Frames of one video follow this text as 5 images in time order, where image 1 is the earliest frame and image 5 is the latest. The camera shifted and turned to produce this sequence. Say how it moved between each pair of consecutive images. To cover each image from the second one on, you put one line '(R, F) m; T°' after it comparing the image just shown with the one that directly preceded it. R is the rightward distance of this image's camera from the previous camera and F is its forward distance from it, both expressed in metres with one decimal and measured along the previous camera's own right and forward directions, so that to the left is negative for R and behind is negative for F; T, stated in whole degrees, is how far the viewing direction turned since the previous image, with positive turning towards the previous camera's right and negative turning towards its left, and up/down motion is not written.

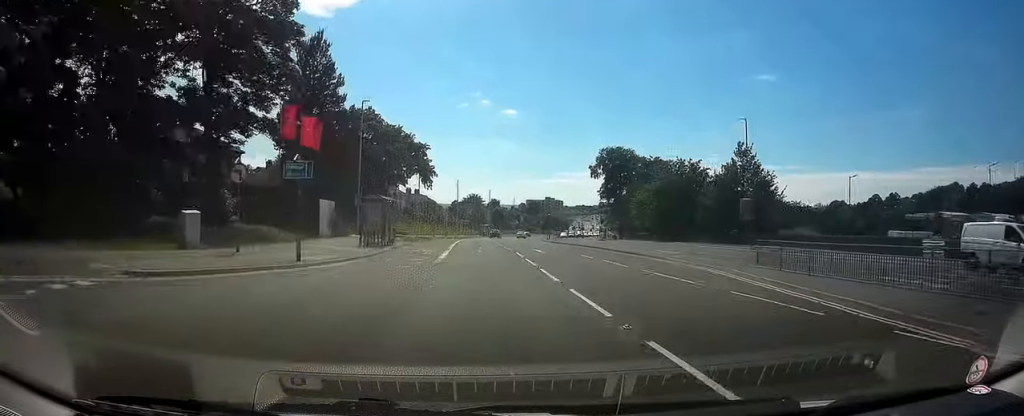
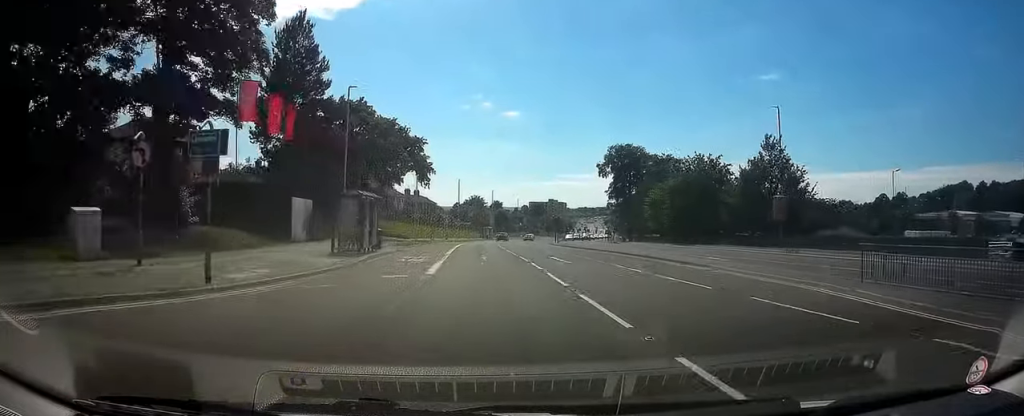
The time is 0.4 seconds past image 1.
(+0.1, +6.5) m; -1°
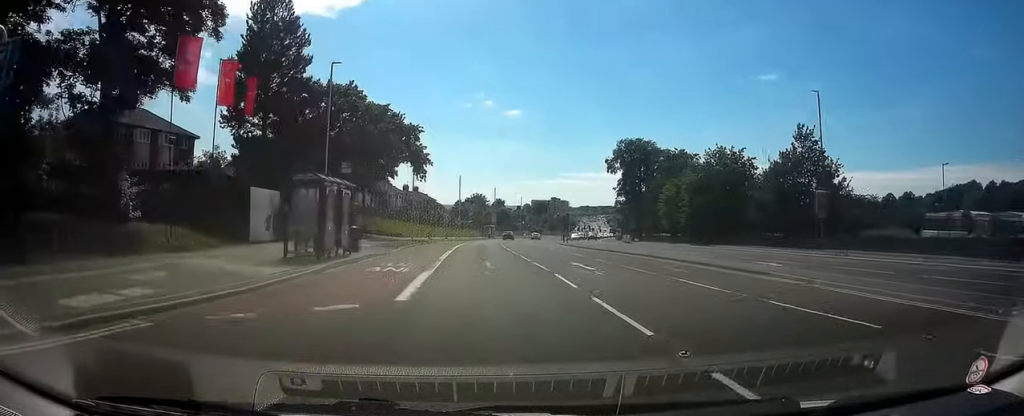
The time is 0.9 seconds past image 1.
(0.0, +6.5) m; -1°
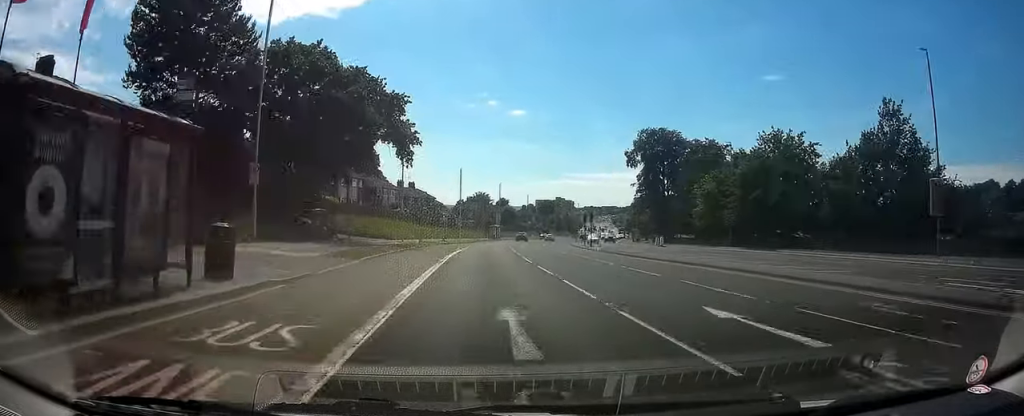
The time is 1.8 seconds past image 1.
(-0.4, +13.5) m; 0°
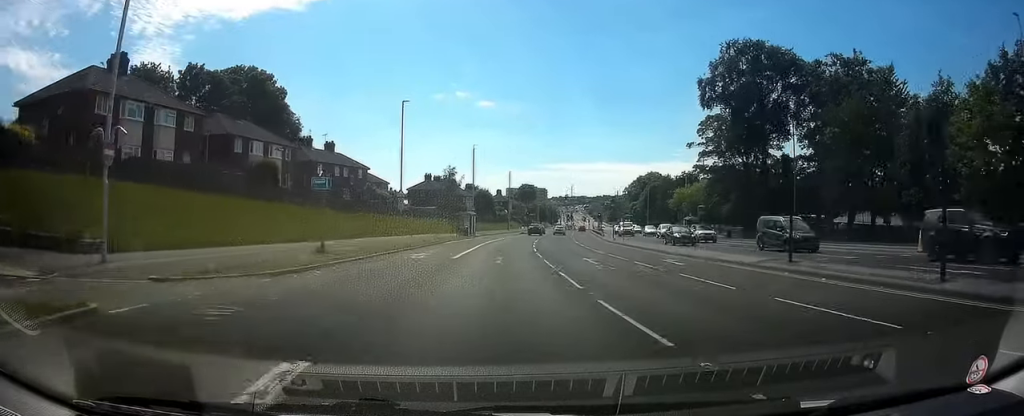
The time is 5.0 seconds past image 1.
(+2.3, +47.9) m; +4°
